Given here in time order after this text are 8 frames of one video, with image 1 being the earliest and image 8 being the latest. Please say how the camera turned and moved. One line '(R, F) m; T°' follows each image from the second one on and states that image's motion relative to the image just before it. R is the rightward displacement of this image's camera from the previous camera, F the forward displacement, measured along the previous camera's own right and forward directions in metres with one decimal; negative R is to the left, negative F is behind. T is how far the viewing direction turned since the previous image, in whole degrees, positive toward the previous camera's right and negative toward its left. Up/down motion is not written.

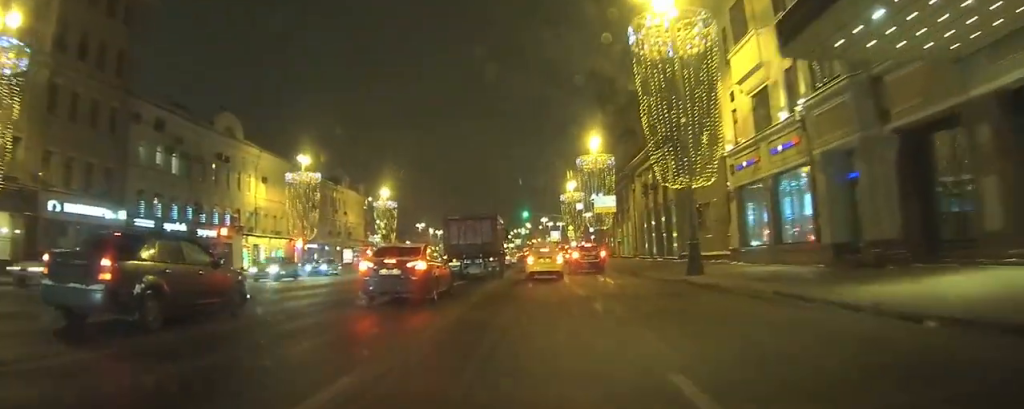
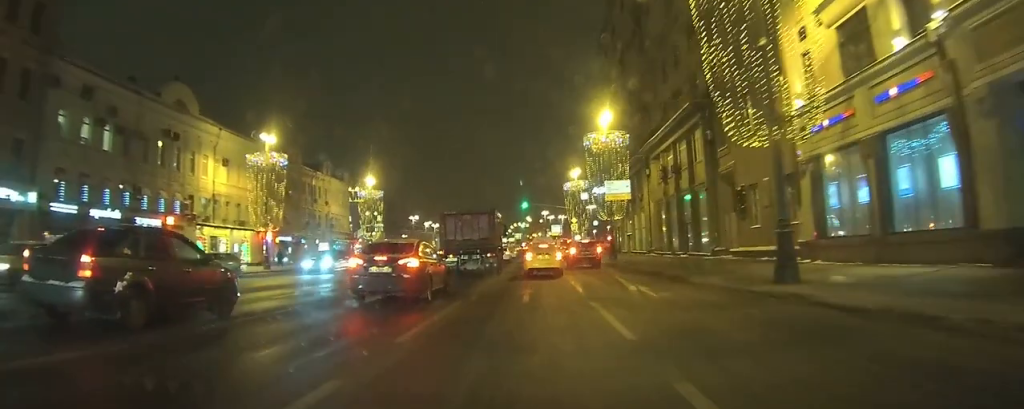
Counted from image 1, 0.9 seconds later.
(+0.2, +9.4) m; +1°
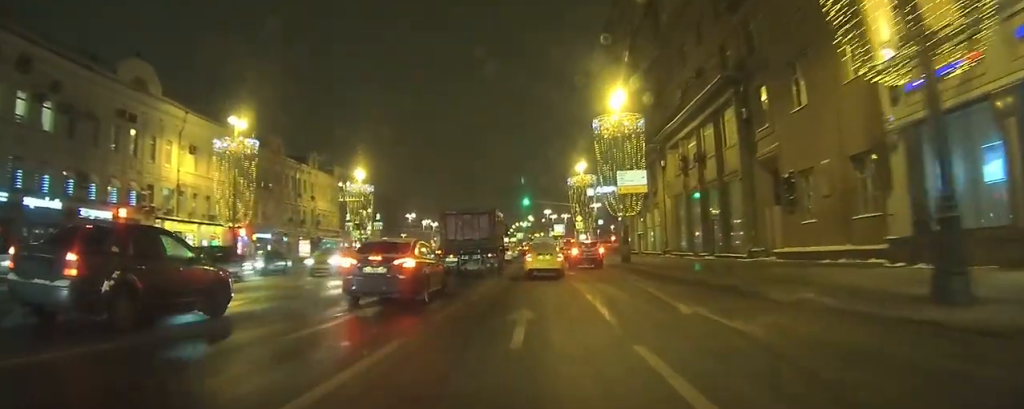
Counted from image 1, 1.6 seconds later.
(0.0, +5.5) m; -1°
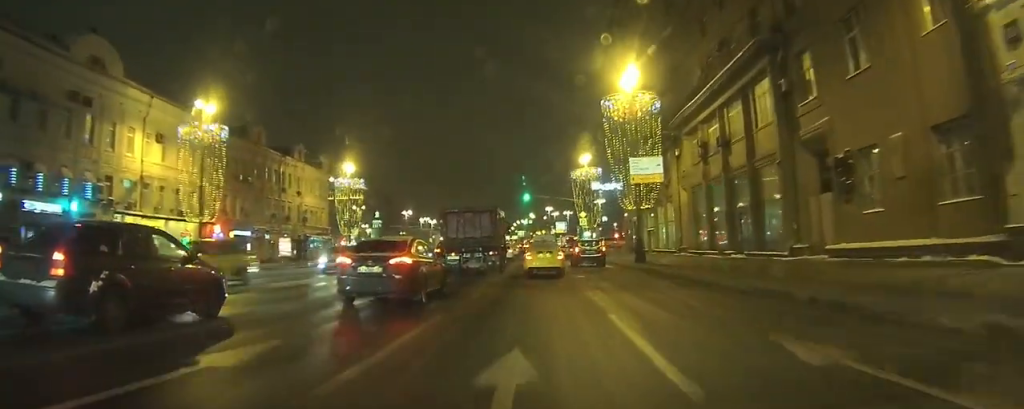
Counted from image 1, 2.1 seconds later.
(0.0, +4.3) m; -1°
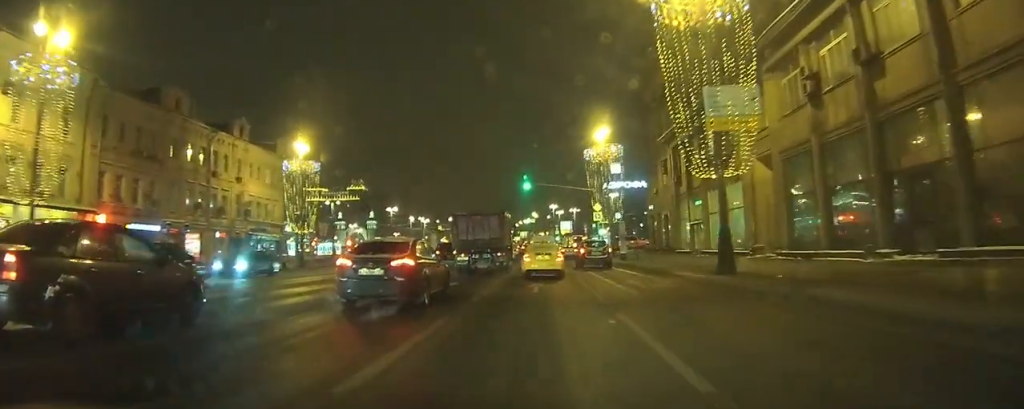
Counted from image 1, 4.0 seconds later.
(-0.4, +13.2) m; -3°
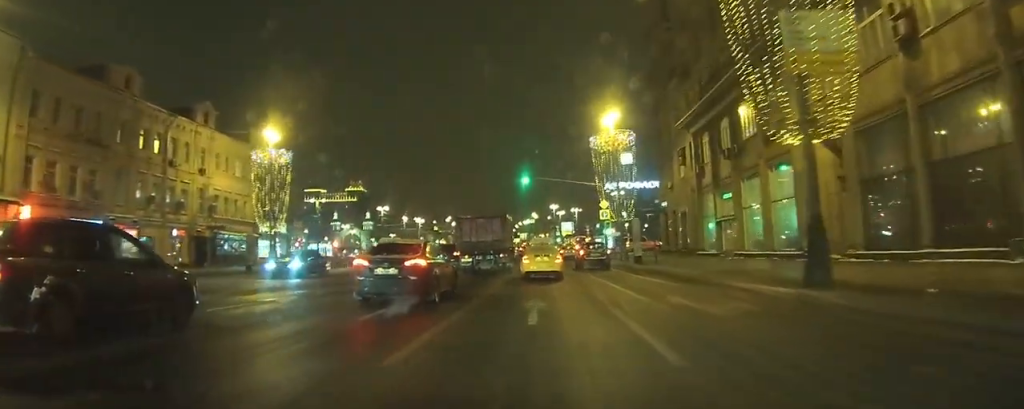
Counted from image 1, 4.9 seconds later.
(-0.1, +6.2) m; +2°
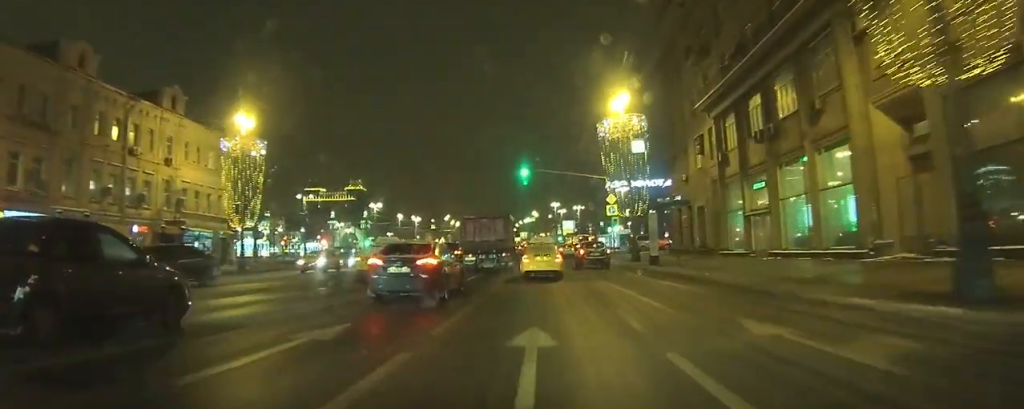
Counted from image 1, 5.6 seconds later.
(+0.2, +5.1) m; +2°
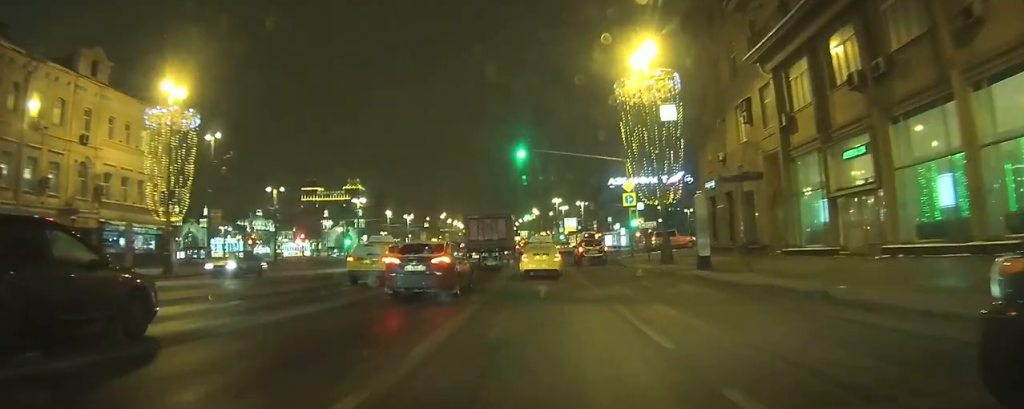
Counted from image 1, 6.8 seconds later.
(+0.1, +9.7) m; +1°
